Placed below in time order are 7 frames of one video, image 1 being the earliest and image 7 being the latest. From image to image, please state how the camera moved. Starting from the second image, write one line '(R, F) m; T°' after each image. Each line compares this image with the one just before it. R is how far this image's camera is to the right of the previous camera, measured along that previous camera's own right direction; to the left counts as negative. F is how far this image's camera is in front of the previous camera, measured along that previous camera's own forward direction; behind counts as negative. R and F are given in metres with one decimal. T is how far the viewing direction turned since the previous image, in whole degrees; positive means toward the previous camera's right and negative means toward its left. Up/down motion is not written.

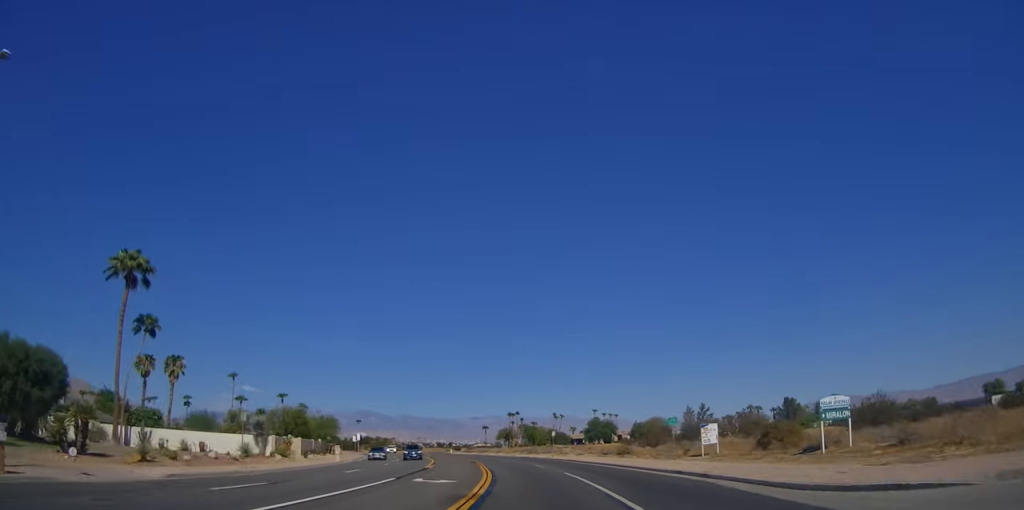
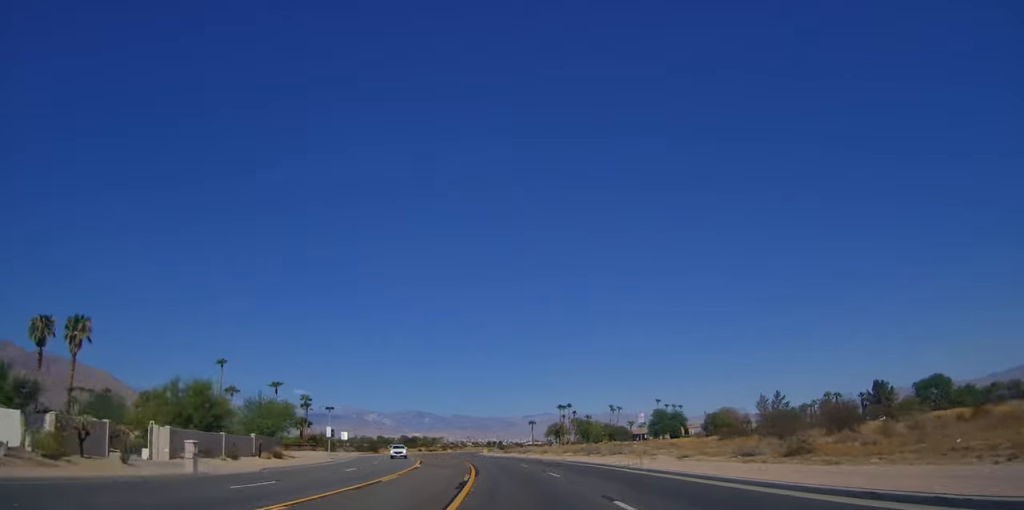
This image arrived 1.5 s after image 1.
(-1.9, +28.4) m; -6°
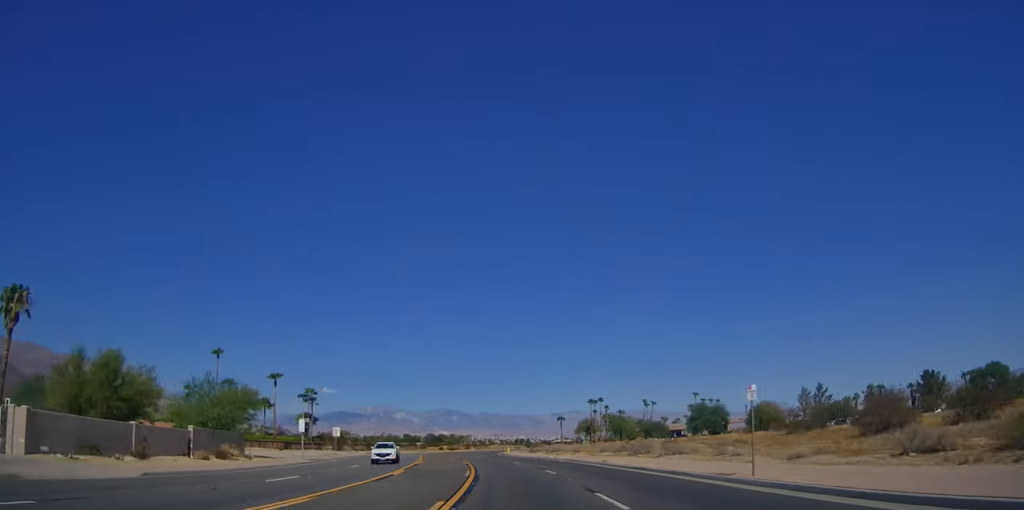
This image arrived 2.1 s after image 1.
(0.0, +12.4) m; -2°
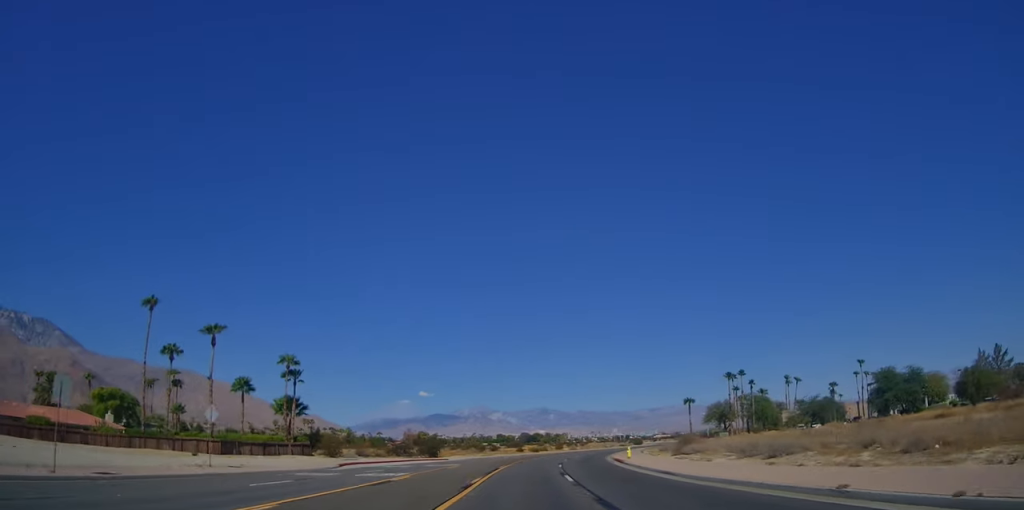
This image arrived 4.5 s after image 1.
(-3.0, +46.9) m; -9°
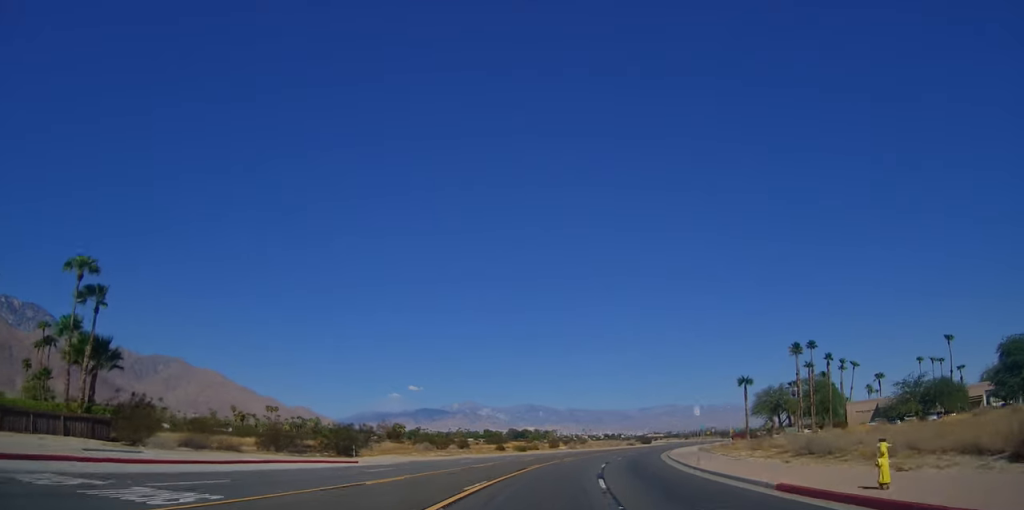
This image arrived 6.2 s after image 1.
(-2.0, +34.7) m; -3°
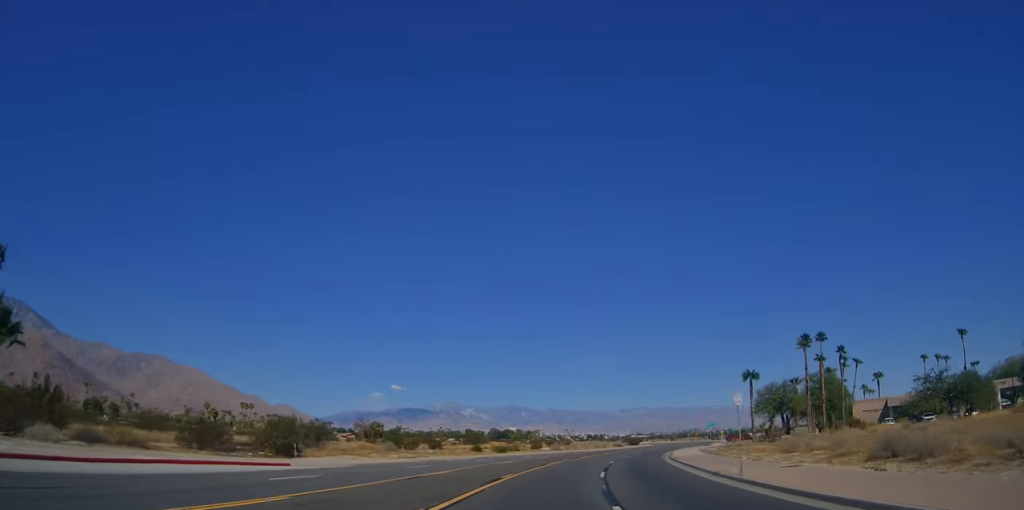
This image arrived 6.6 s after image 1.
(0.0, +8.7) m; 0°
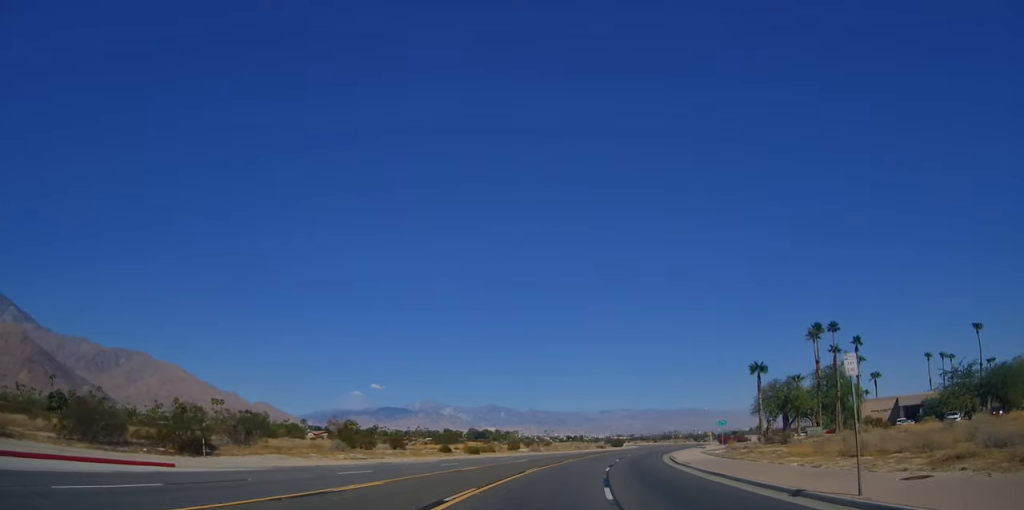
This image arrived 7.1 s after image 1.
(0.0, +9.4) m; 0°
